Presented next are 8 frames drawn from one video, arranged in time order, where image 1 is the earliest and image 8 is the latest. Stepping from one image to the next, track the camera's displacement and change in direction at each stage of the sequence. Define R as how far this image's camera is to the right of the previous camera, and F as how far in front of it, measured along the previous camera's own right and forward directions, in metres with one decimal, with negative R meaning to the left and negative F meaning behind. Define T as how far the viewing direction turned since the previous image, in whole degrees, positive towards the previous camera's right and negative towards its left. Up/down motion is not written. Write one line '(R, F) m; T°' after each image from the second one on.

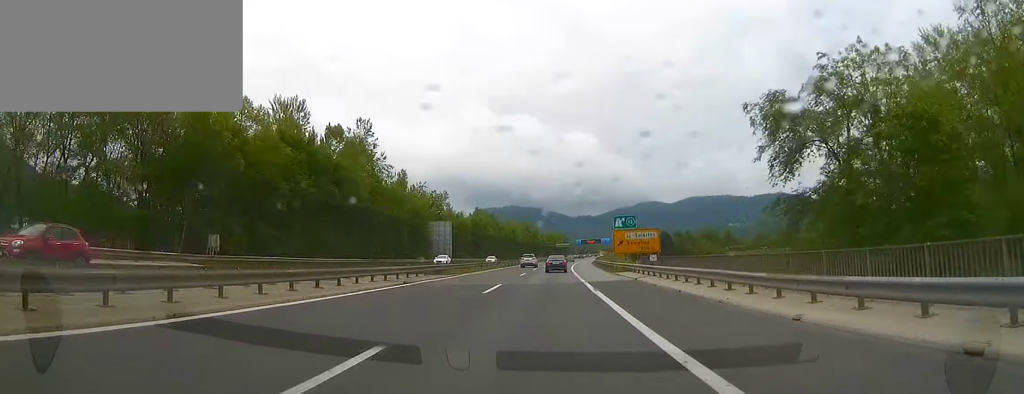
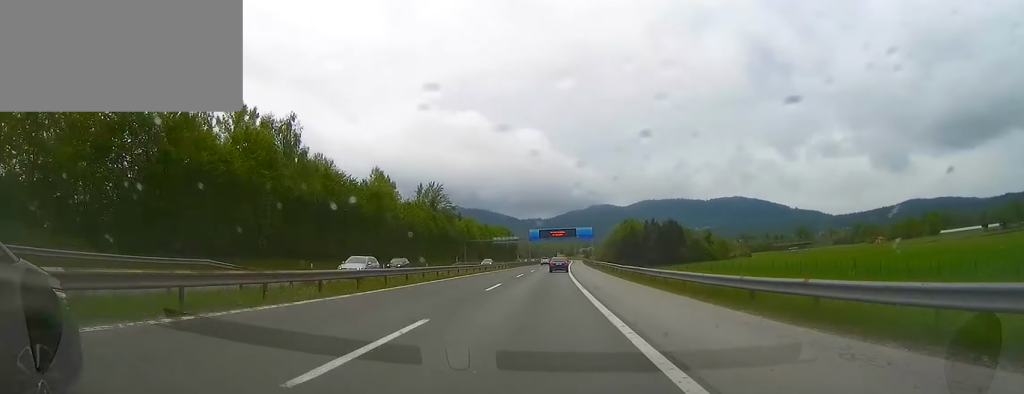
(+5.2, +126.5) m; +4°
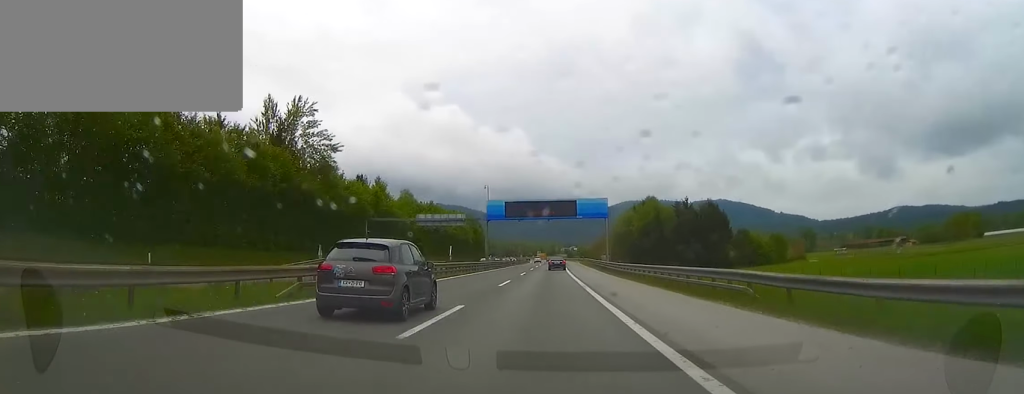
(+1.3, +69.8) m; +1°
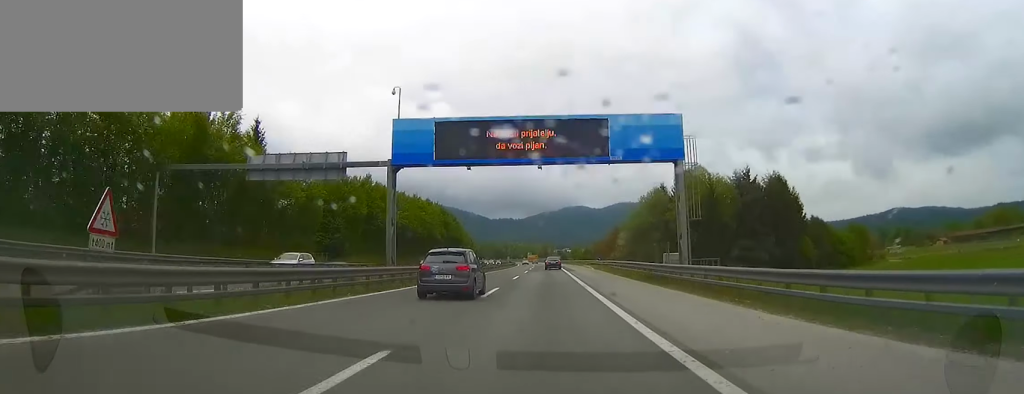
(+0.3, +44.6) m; 0°
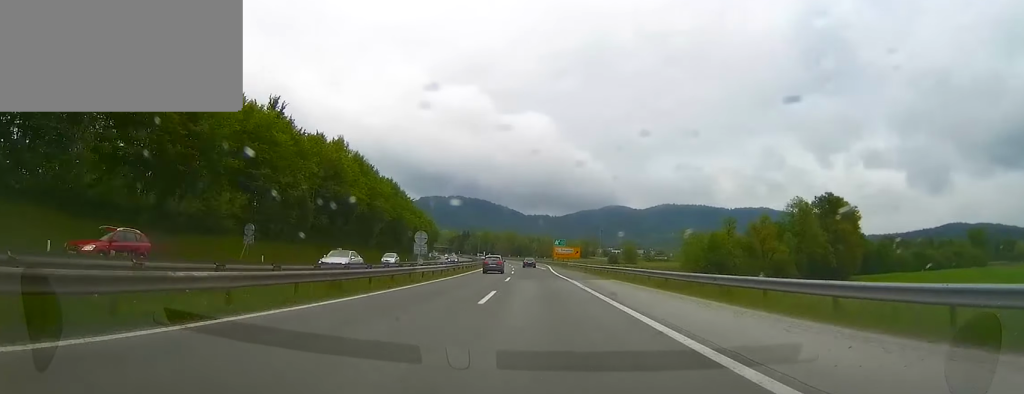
(-4.6, +205.3) m; -4°
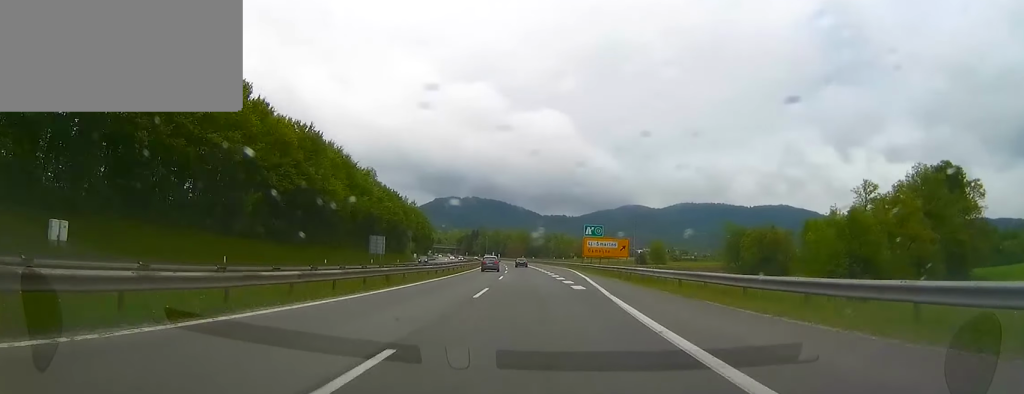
(-0.5, +51.4) m; -2°
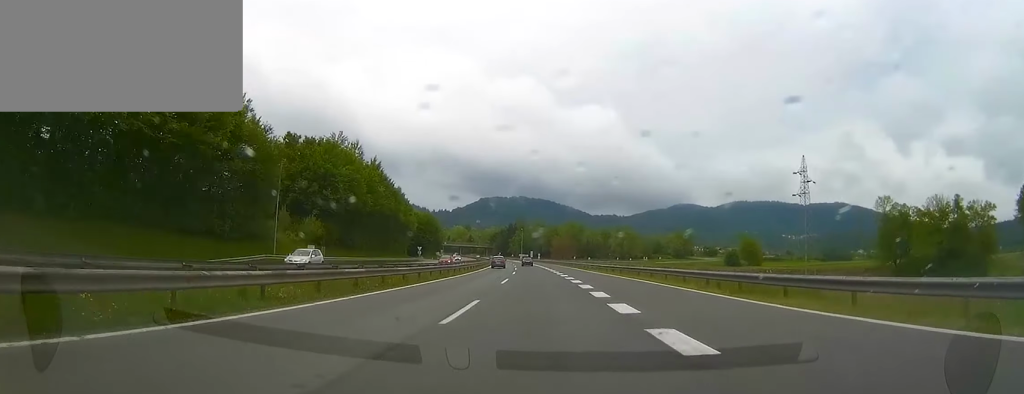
(-4.0, +103.6) m; -4°
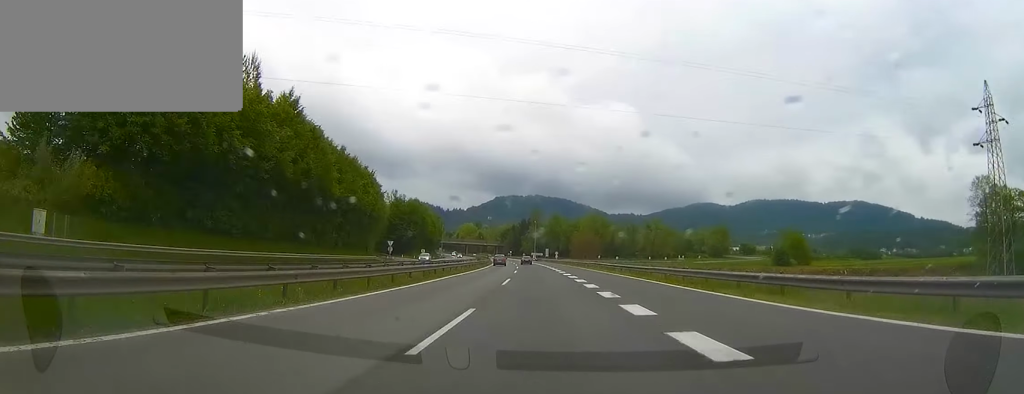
(-0.5, +43.5) m; -2°
